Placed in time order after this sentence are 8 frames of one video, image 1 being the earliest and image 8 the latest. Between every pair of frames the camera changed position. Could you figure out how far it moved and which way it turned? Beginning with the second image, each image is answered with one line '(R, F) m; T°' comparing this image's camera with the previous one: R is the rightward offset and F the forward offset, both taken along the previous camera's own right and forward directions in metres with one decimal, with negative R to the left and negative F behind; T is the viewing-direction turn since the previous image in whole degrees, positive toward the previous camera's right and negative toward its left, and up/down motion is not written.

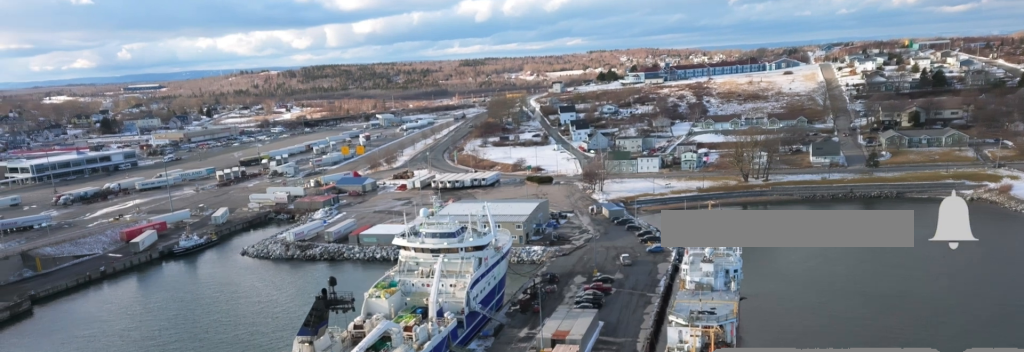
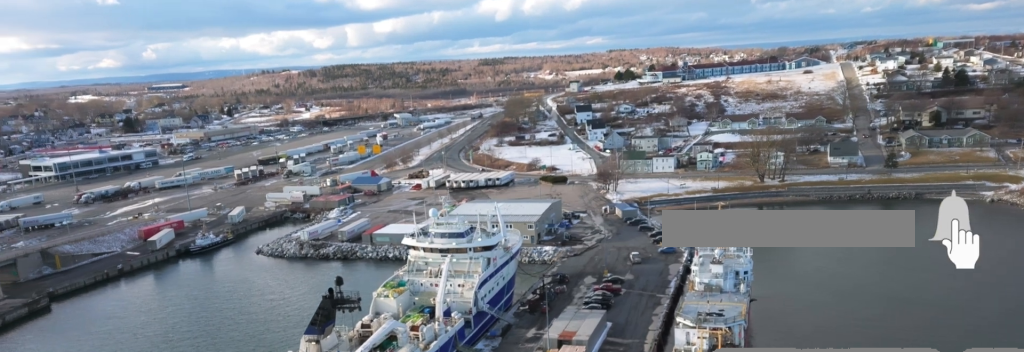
(-0.1, +2.1) m; -1°
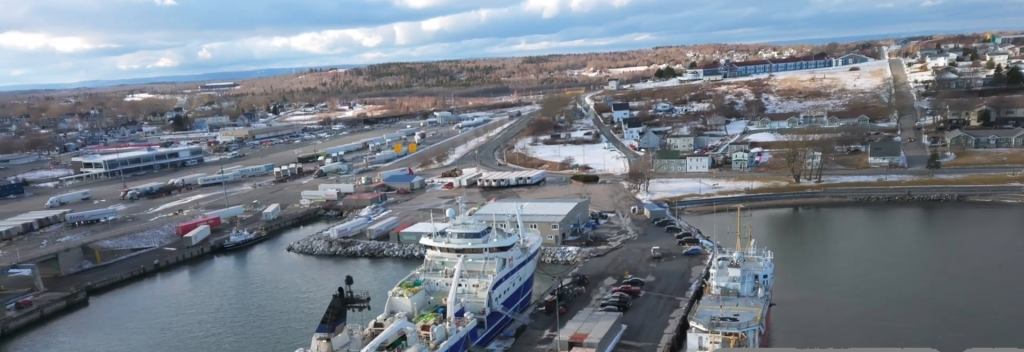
(-0.2, +5.7) m; -3°
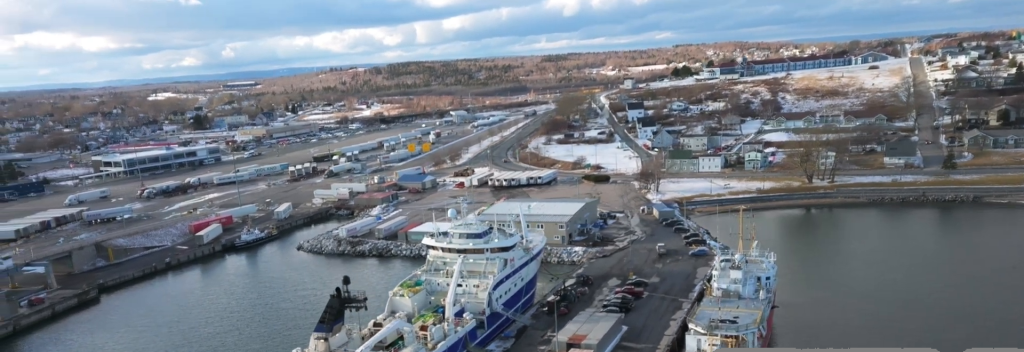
(0.0, +3.5) m; -1°
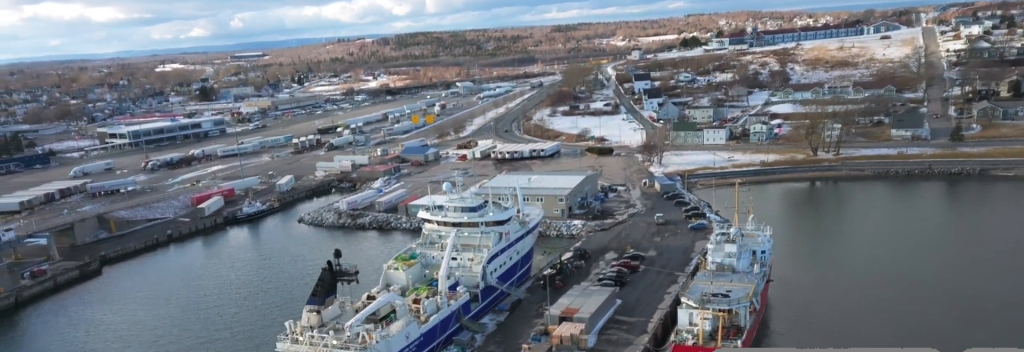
(0.0, +2.9) m; -1°
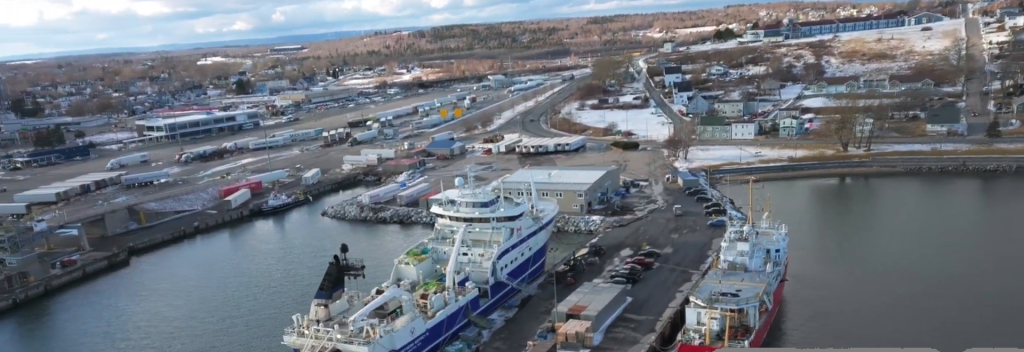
(-0.1, +4.7) m; -2°
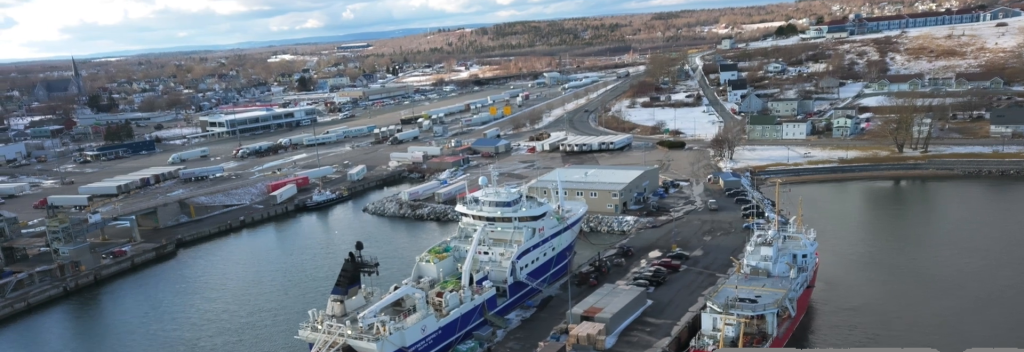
(-0.2, +7.4) m; -3°
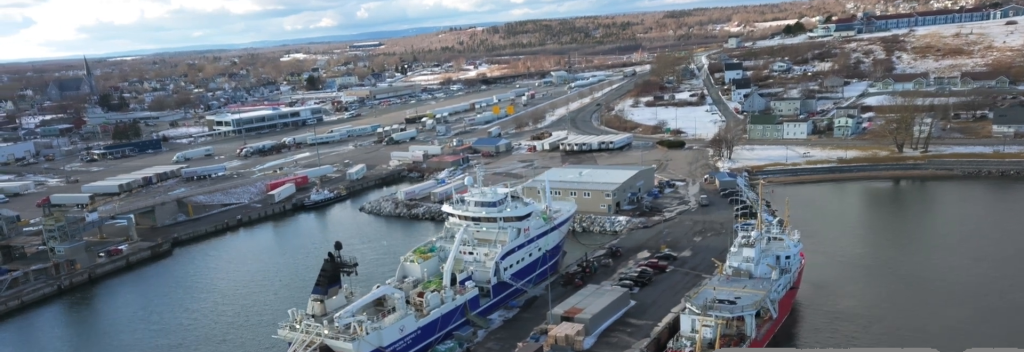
(-0.1, +5.1) m; -3°
